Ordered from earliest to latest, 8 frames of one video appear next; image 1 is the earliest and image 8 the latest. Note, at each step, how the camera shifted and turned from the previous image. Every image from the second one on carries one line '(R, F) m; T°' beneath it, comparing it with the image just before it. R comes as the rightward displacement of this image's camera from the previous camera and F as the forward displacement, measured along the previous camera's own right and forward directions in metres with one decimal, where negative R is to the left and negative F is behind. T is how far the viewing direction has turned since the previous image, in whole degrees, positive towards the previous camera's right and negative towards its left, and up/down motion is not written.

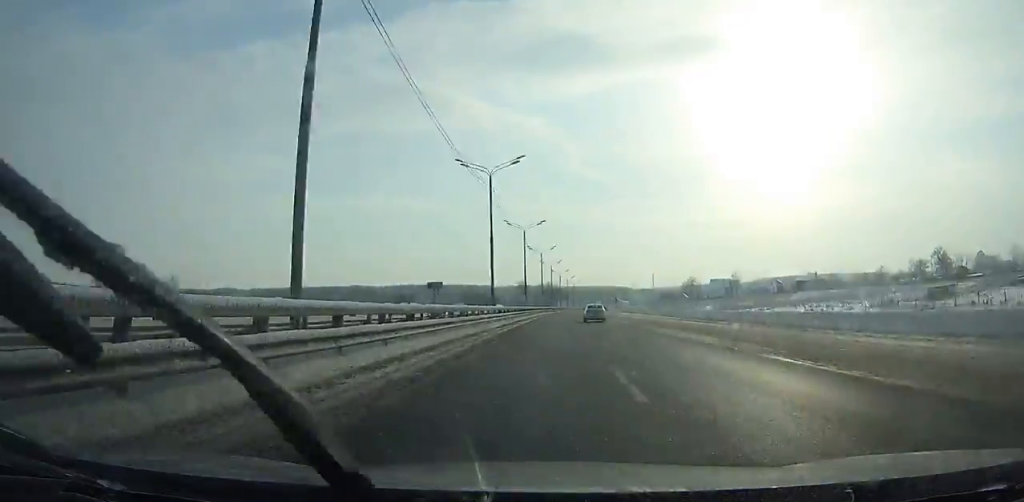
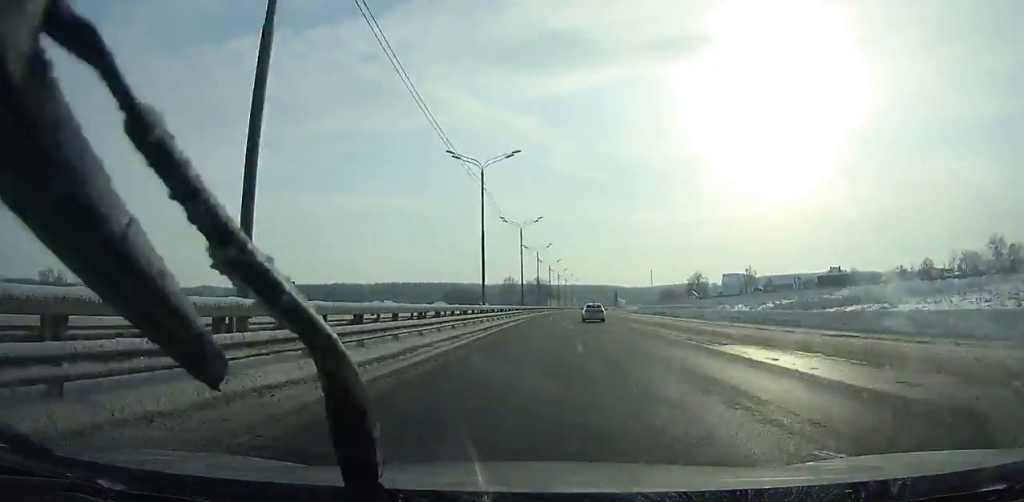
(+0.3, +39.1) m; +1°
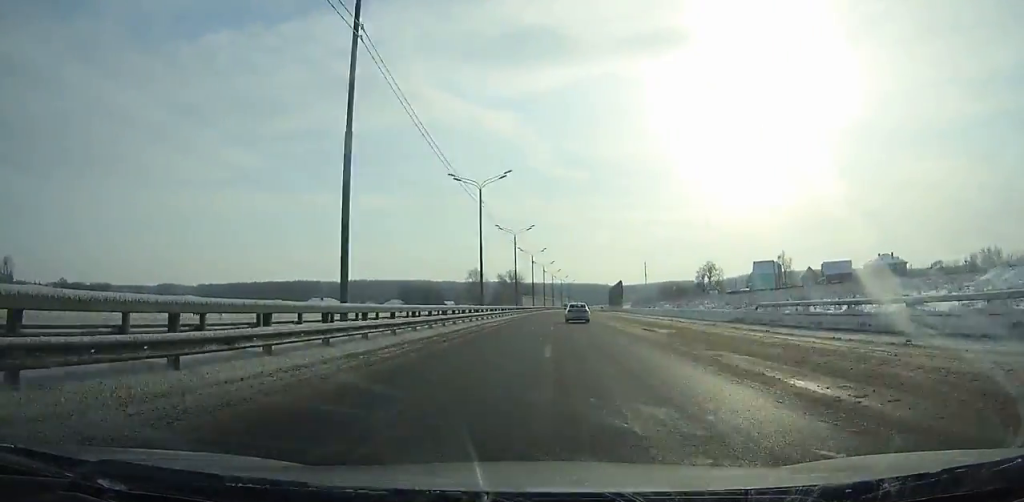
(+1.0, +64.2) m; +1°
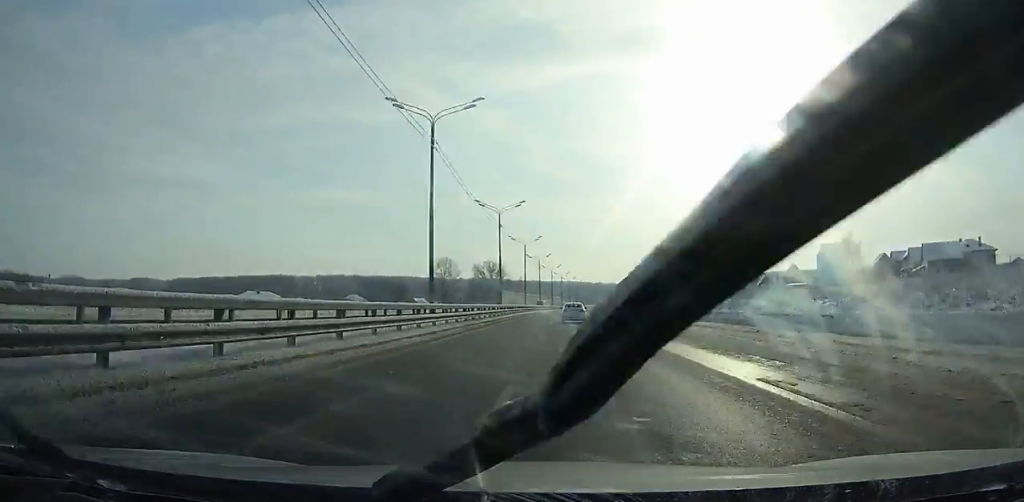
(+0.6, +57.7) m; +1°
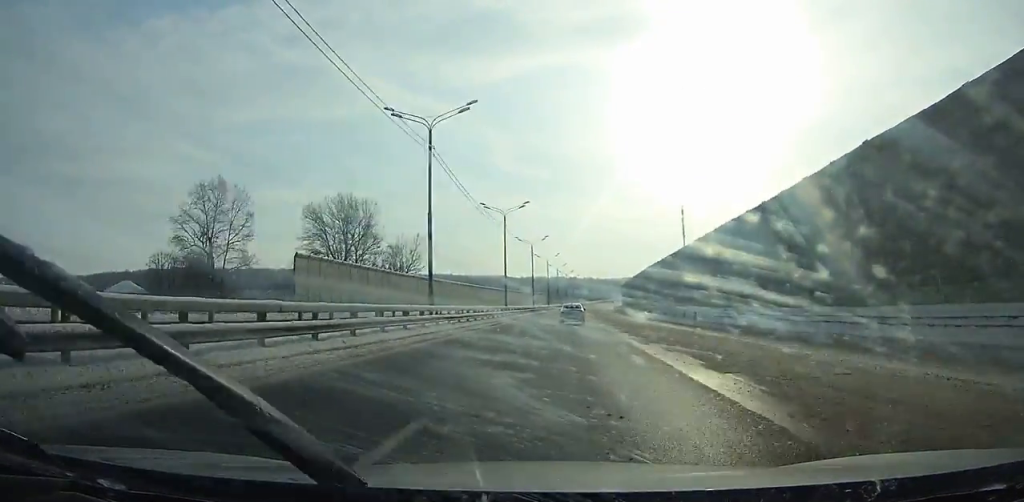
(+4.3, +144.4) m; +4°
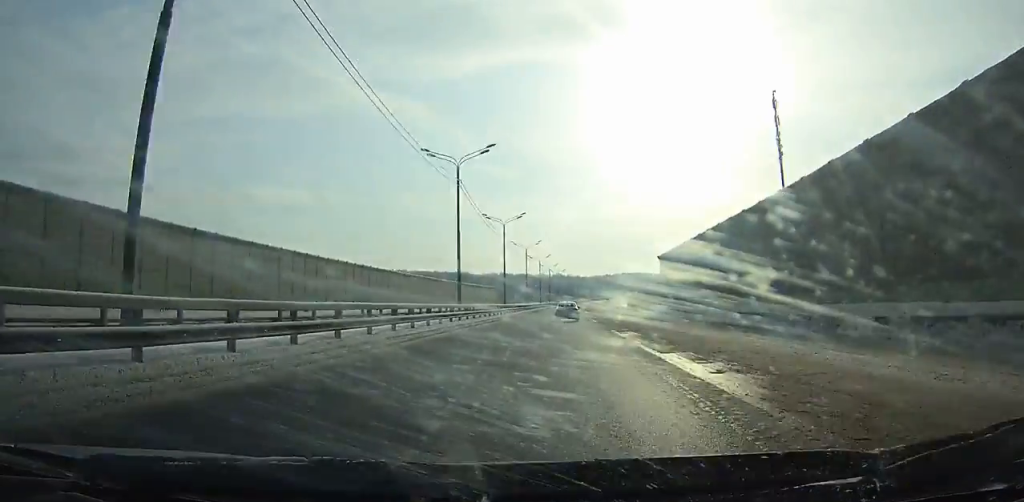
(+2.6, +98.4) m; +3°
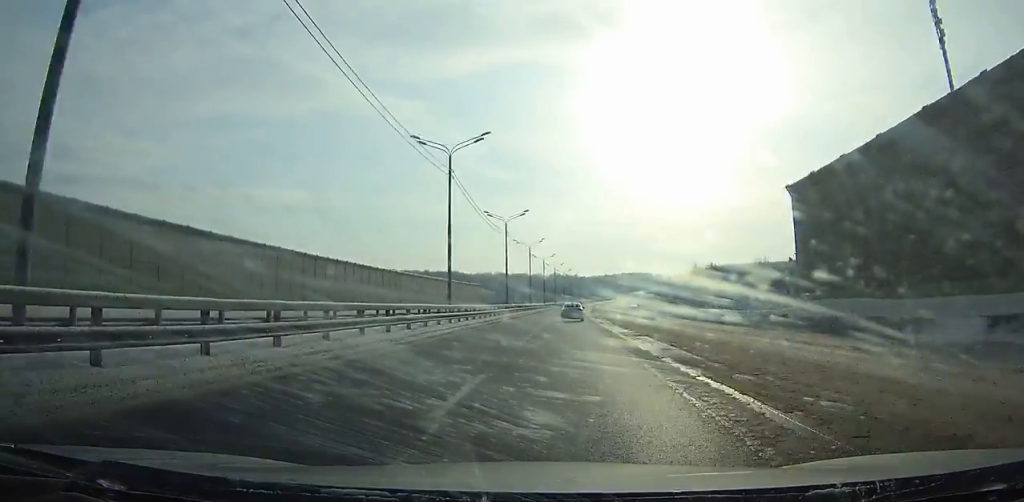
(+0.2, +40.8) m; +1°
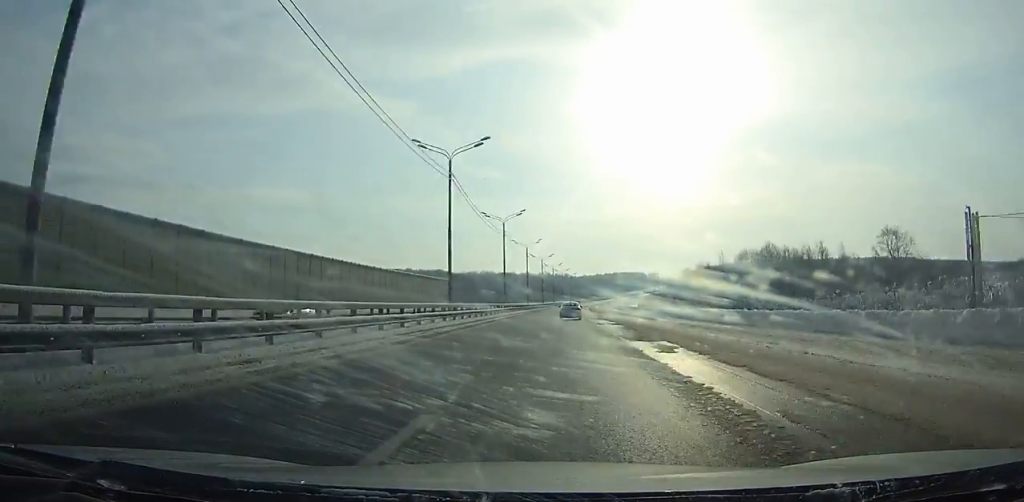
(+0.1, +36.2) m; +1°
